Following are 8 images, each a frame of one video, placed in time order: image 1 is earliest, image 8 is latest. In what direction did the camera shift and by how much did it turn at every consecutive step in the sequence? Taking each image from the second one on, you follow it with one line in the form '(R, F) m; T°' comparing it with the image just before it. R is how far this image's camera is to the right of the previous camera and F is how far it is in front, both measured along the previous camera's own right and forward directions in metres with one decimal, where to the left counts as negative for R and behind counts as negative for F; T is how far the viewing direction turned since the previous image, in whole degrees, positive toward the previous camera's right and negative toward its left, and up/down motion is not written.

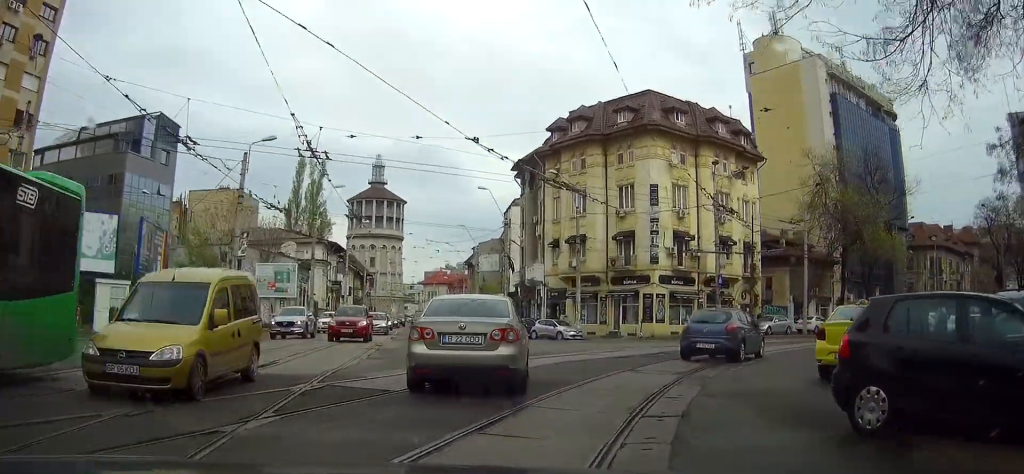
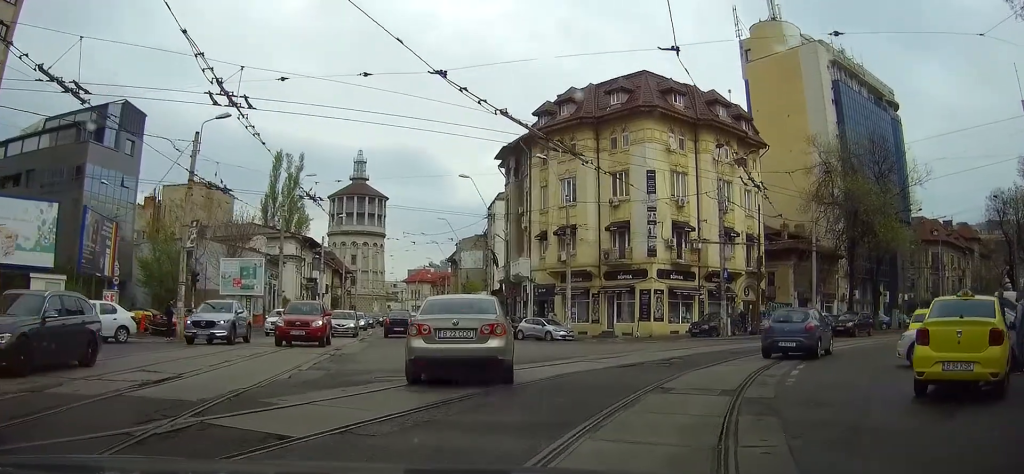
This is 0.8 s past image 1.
(0.0, +5.4) m; -1°
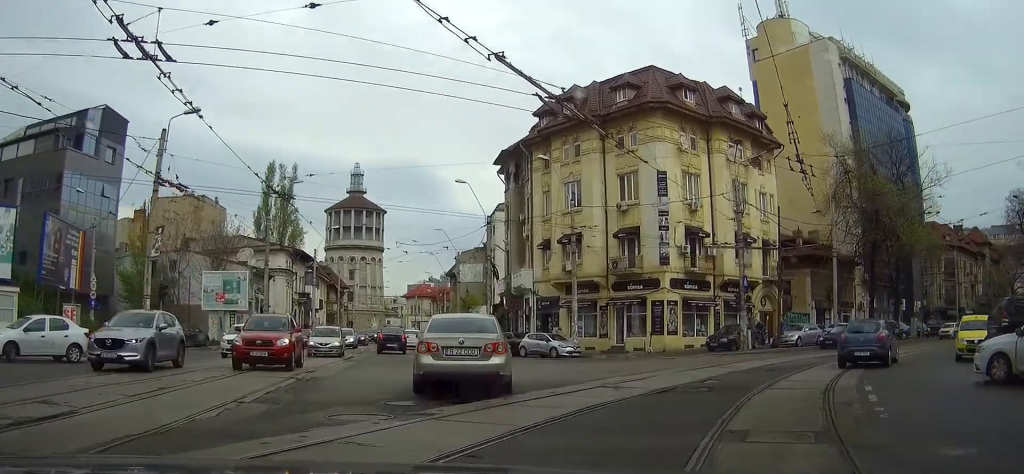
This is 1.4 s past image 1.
(0.0, +4.3) m; -1°
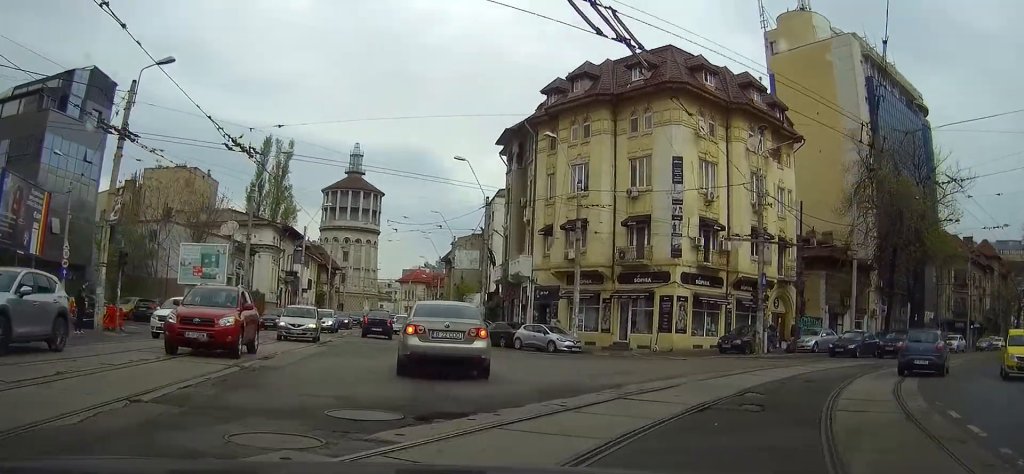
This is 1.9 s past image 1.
(-0.1, +3.9) m; +1°
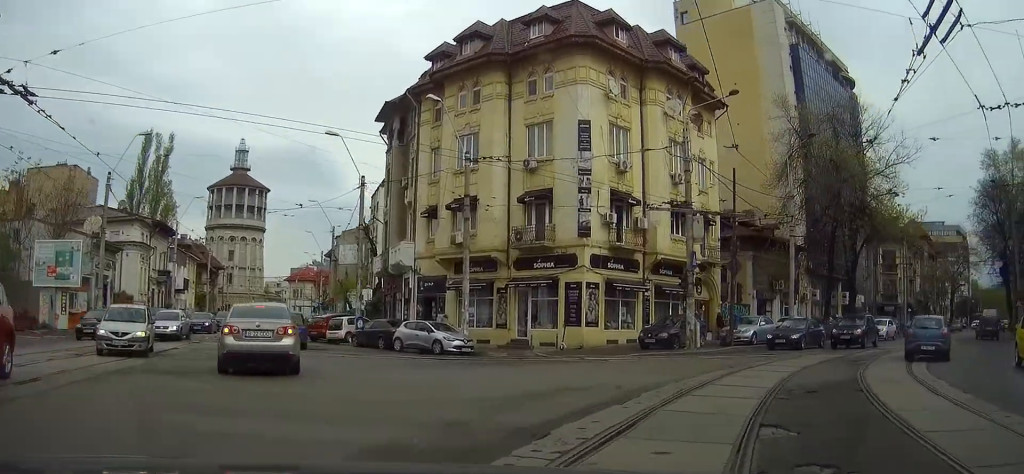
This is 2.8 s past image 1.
(+0.1, +6.7) m; +2°
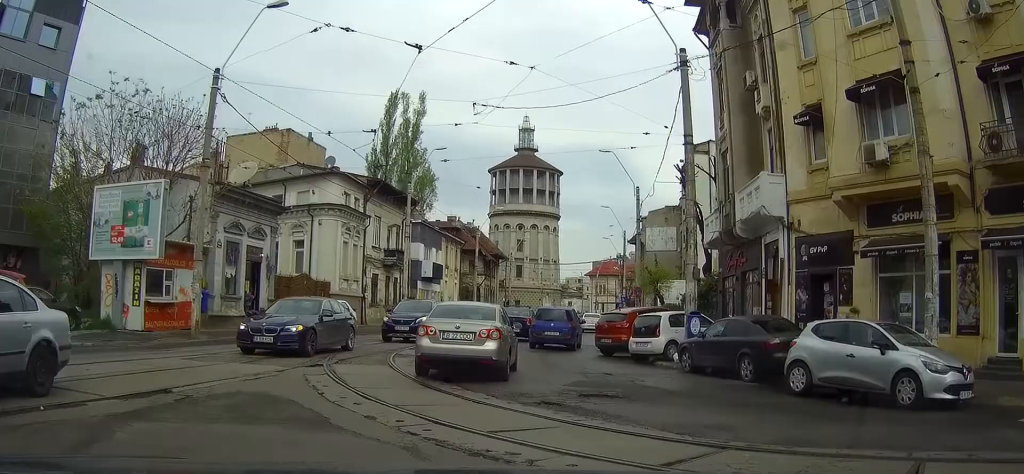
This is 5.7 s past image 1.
(-0.8, +18.9) m; -6°
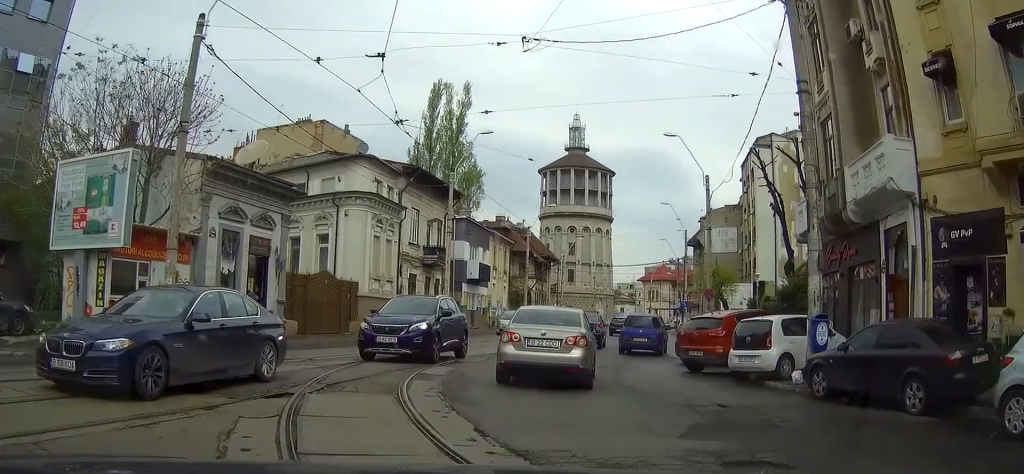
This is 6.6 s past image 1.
(0.0, +5.0) m; -5°
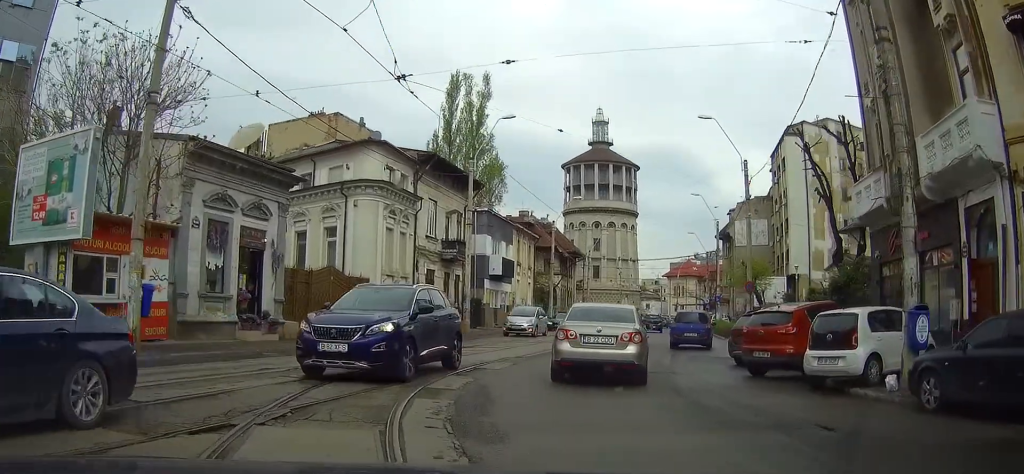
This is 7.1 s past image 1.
(-0.3, +3.0) m; -5°
